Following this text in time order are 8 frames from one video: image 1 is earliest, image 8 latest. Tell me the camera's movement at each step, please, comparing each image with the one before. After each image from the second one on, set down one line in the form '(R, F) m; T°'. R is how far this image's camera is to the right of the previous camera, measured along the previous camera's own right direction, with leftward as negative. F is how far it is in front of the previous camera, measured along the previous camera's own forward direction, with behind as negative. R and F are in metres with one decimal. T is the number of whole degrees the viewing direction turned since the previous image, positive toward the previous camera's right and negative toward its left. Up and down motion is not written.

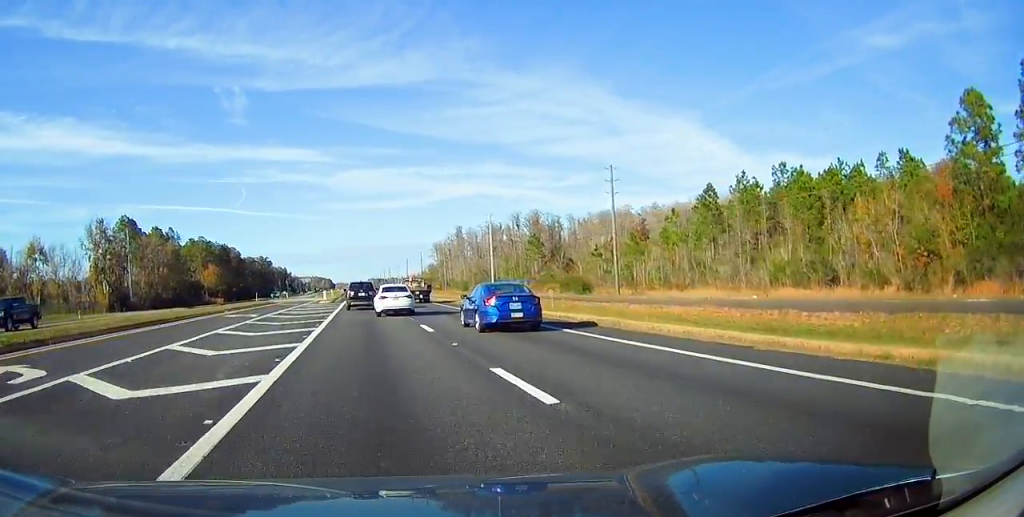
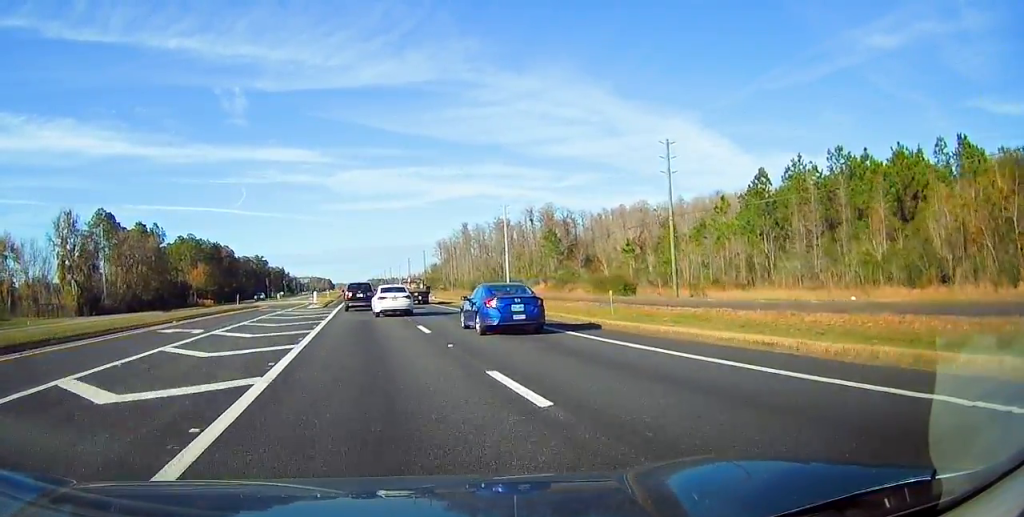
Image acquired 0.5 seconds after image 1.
(+0.1, +12.6) m; +1°
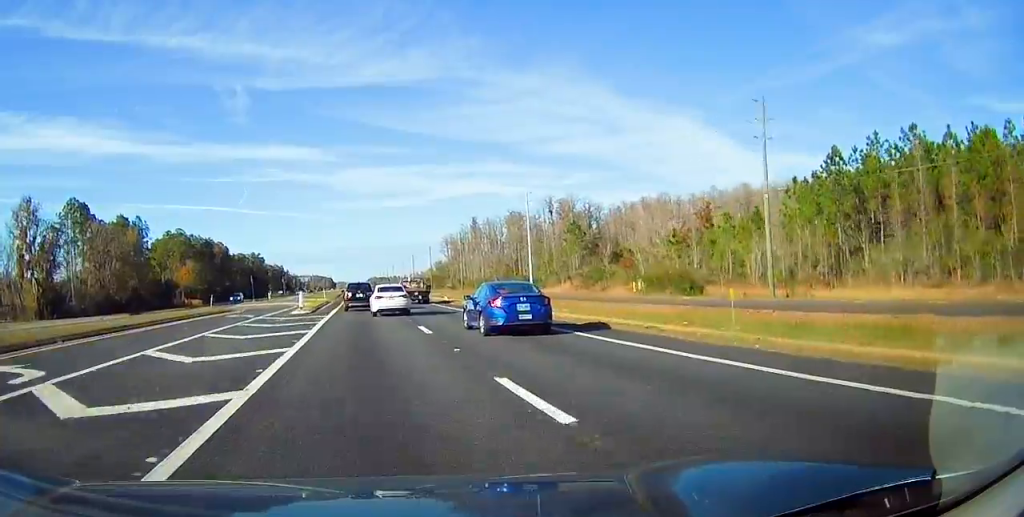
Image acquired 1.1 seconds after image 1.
(+0.3, +13.6) m; 0°
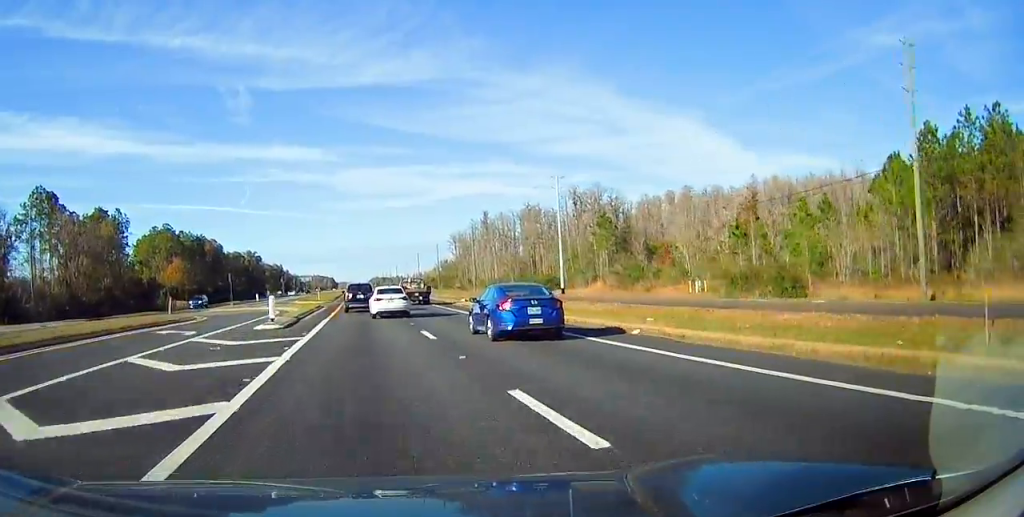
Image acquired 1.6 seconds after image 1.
(-0.1, +13.7) m; 0°
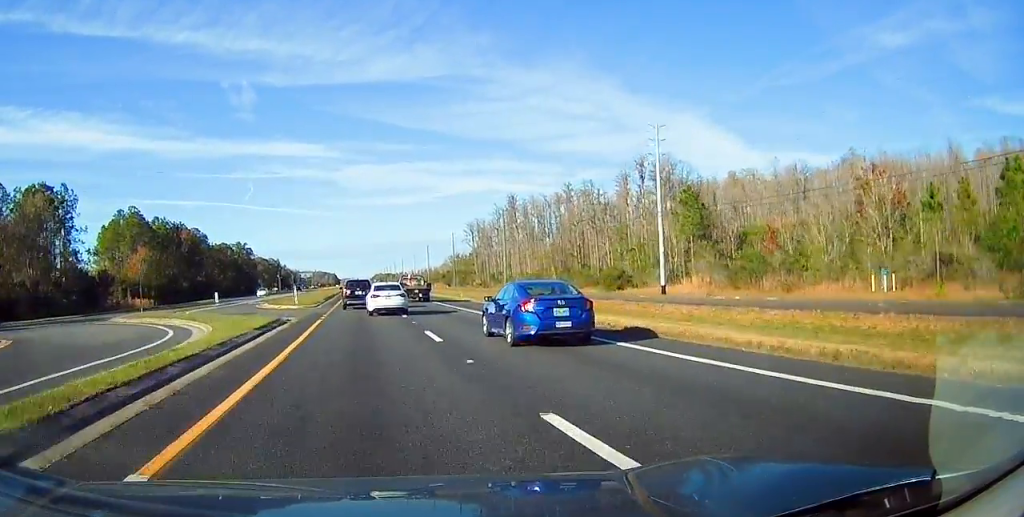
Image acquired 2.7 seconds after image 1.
(-0.3, +26.6) m; -1°
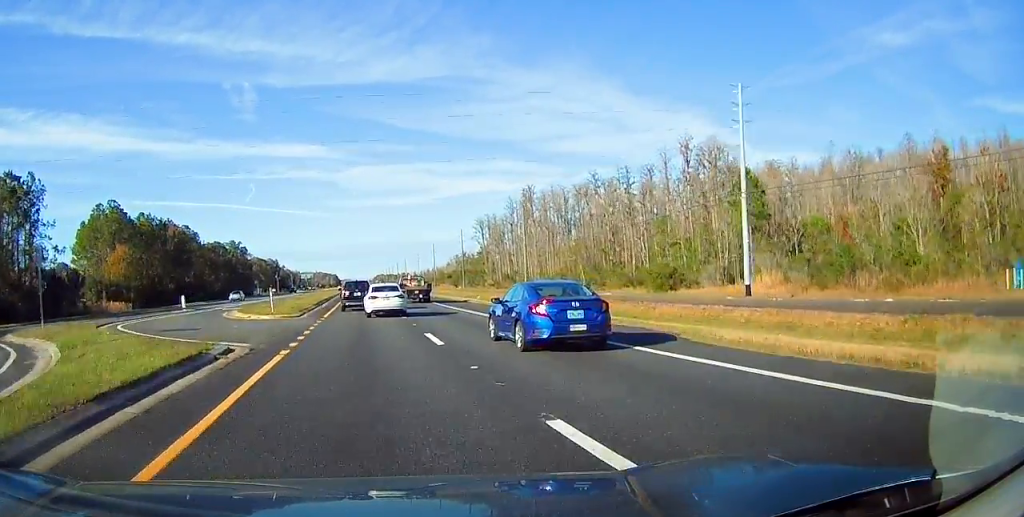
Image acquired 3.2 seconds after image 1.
(+0.1, +12.6) m; -1°
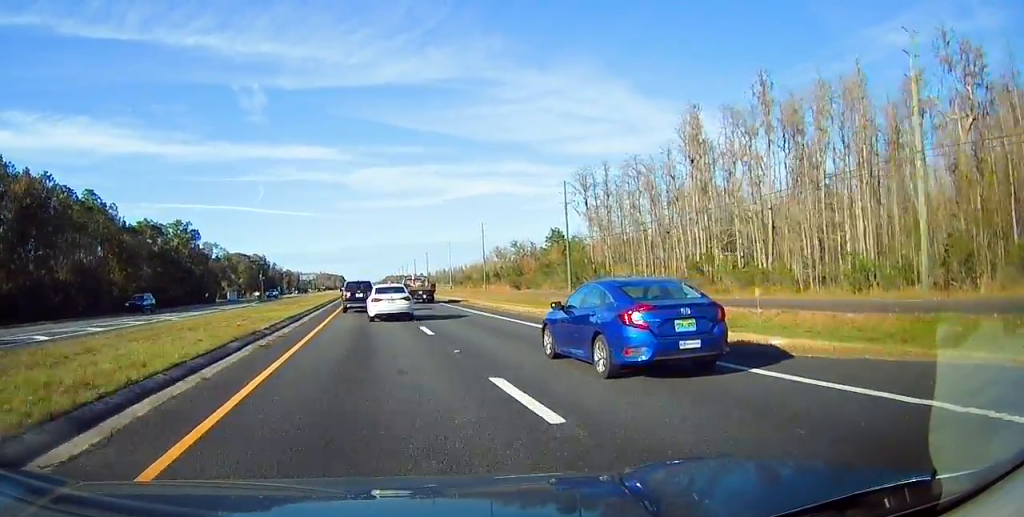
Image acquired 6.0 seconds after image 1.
(-0.6, +71.8) m; 0°
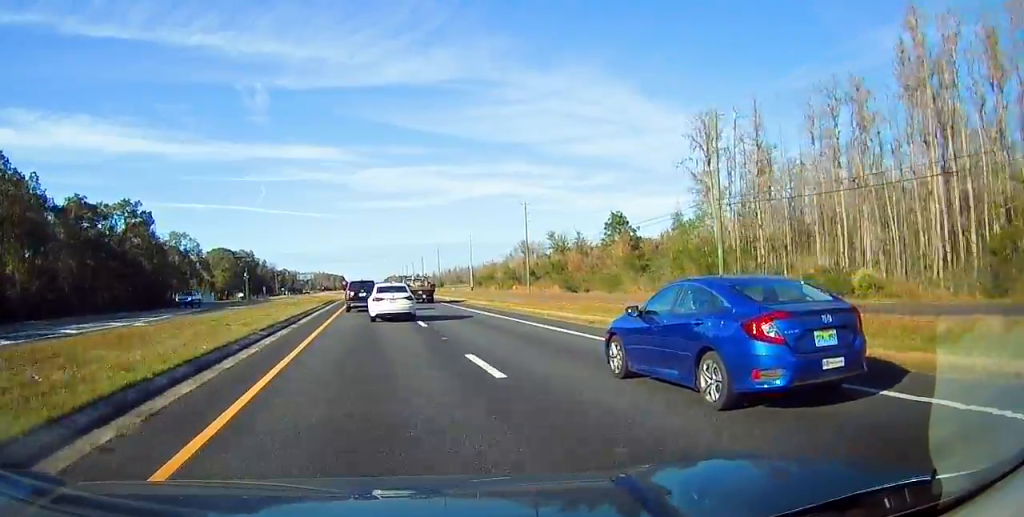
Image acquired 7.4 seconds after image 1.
(-0.4, +34.4) m; 0°
